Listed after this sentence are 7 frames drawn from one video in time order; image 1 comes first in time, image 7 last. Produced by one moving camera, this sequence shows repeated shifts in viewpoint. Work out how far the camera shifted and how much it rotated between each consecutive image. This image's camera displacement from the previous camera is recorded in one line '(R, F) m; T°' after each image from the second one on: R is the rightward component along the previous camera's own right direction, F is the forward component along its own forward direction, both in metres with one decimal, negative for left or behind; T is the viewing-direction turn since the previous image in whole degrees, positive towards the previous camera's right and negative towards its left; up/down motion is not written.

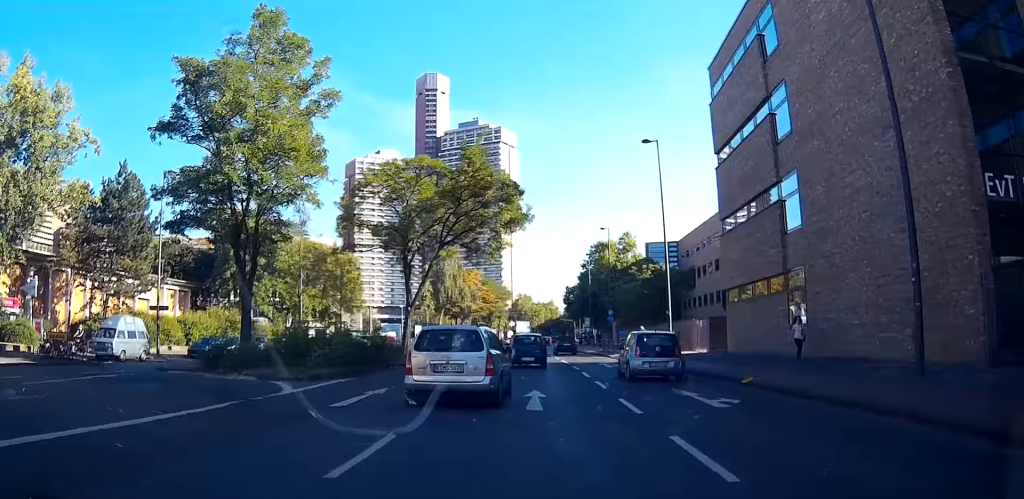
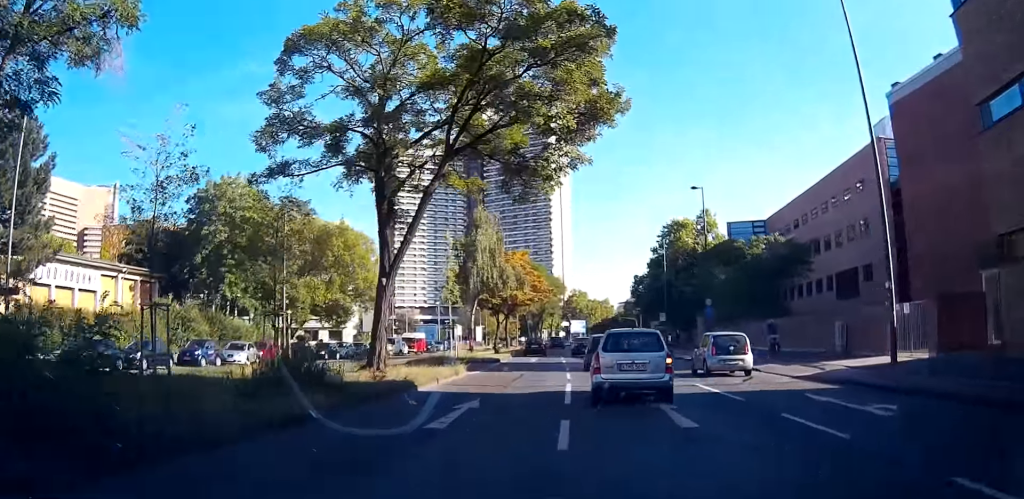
(+0.7, +23.1) m; +3°
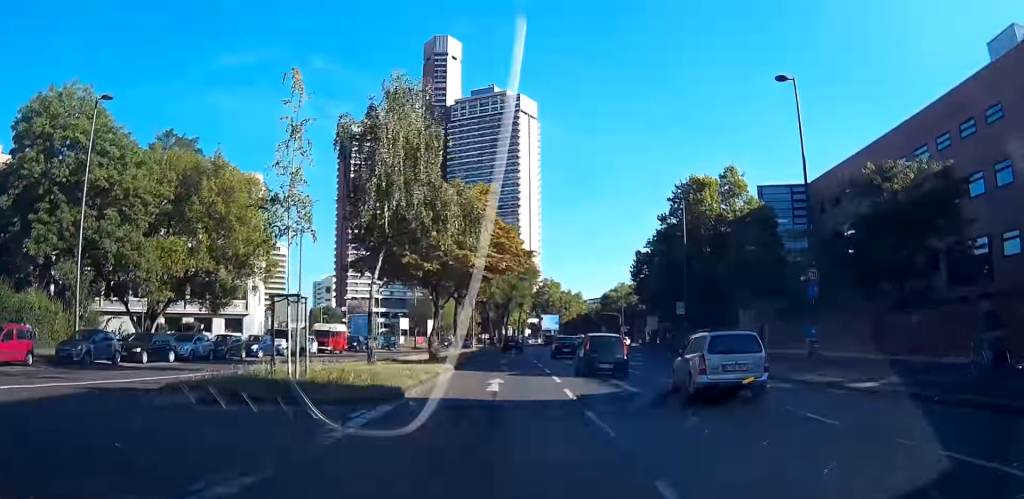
(+0.7, +27.5) m; +2°
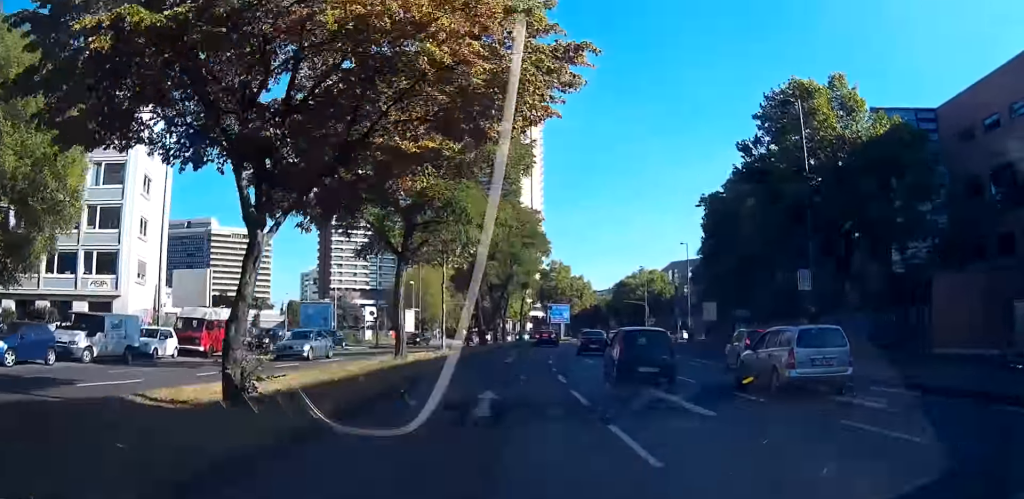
(-0.1, +26.3) m; +1°
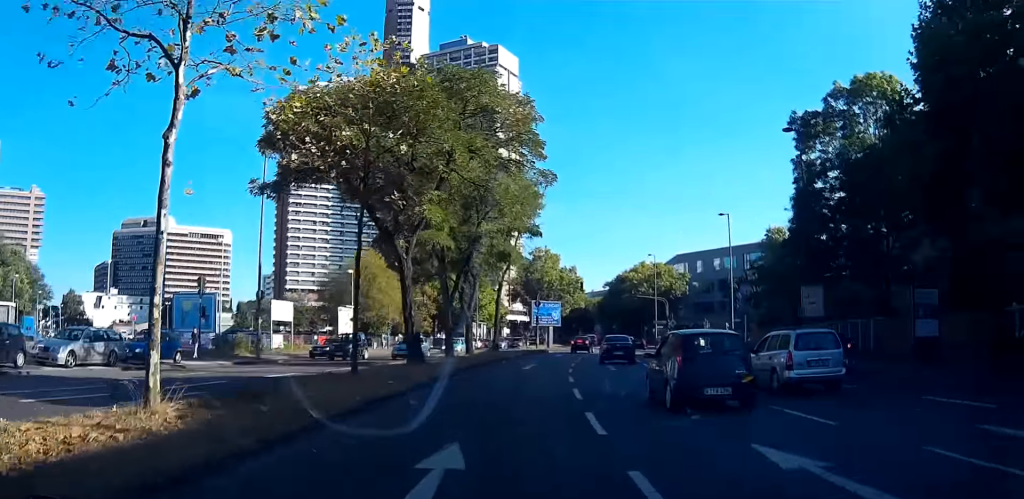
(+1.2, +26.6) m; +4°
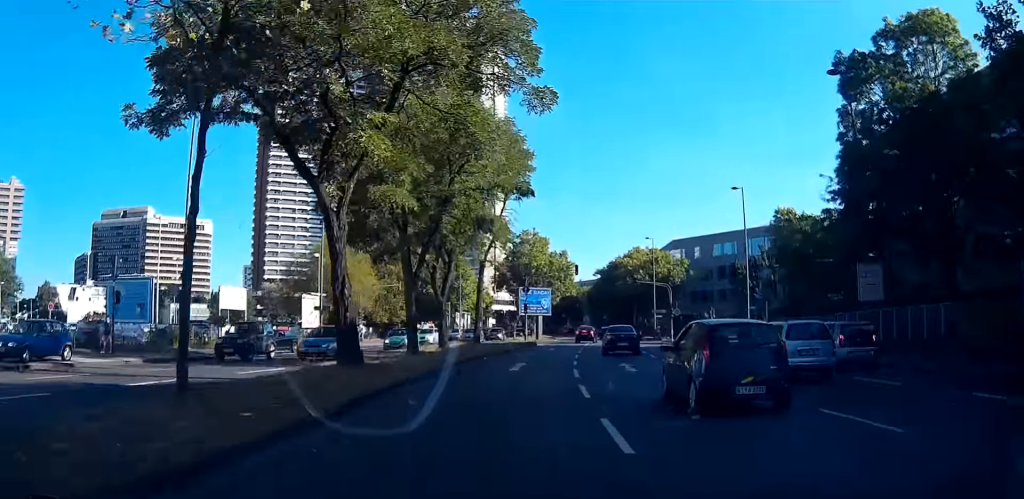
(0.0, +8.0) m; +1°
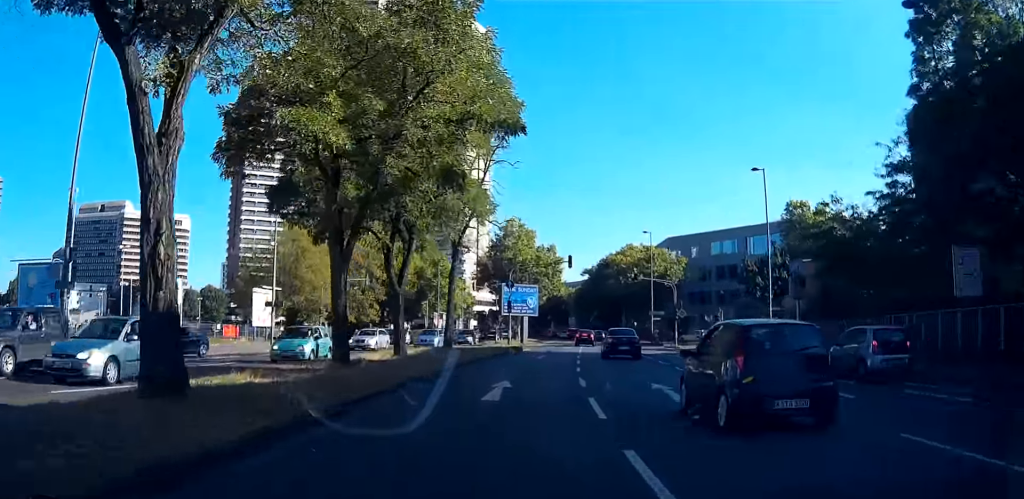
(+0.2, +8.4) m; +1°
